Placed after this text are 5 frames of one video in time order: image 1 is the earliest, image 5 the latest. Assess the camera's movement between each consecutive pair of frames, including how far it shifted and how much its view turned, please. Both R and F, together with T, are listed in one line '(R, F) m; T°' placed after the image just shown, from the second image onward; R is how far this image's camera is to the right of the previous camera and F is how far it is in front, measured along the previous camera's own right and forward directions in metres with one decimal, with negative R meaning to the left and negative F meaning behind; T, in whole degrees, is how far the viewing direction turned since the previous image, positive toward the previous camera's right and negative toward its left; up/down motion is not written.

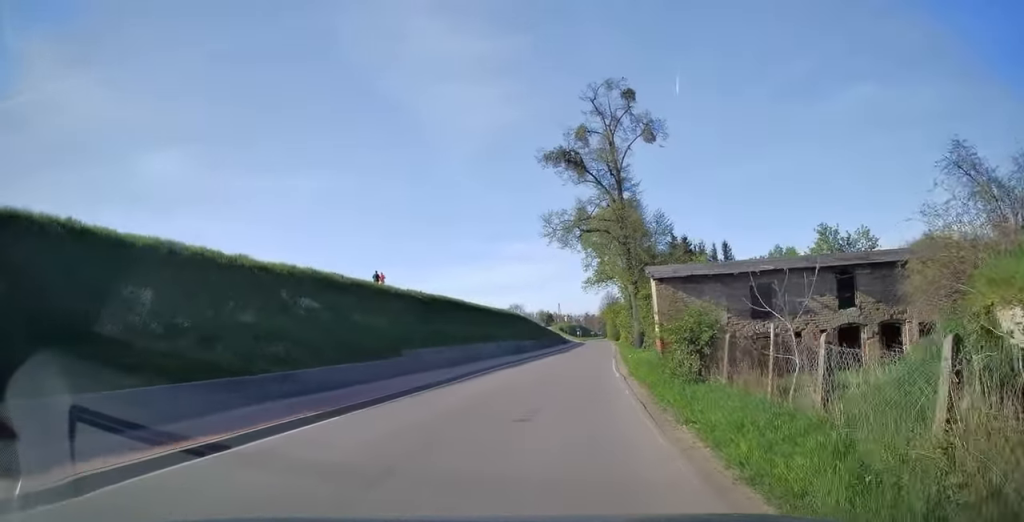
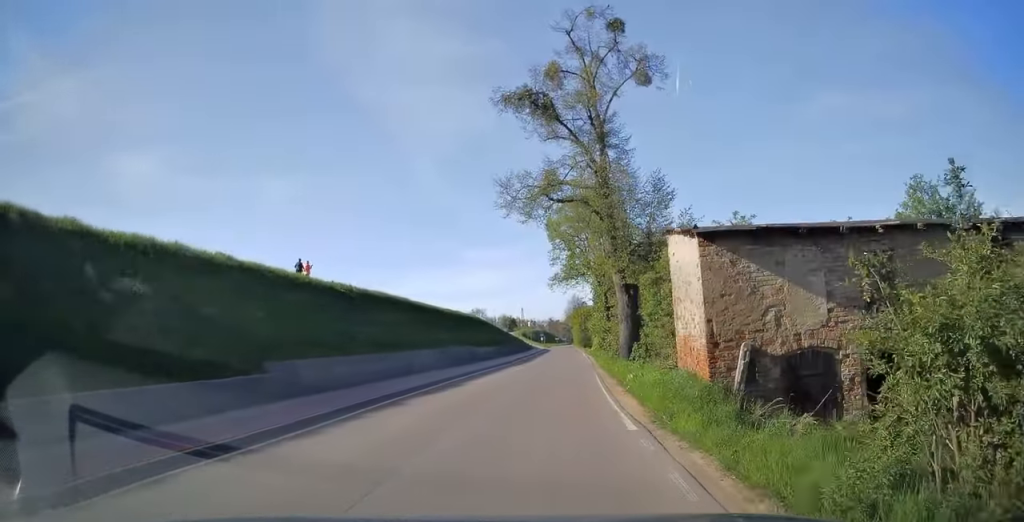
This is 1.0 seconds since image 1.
(+0.2, +9.5) m; +2°
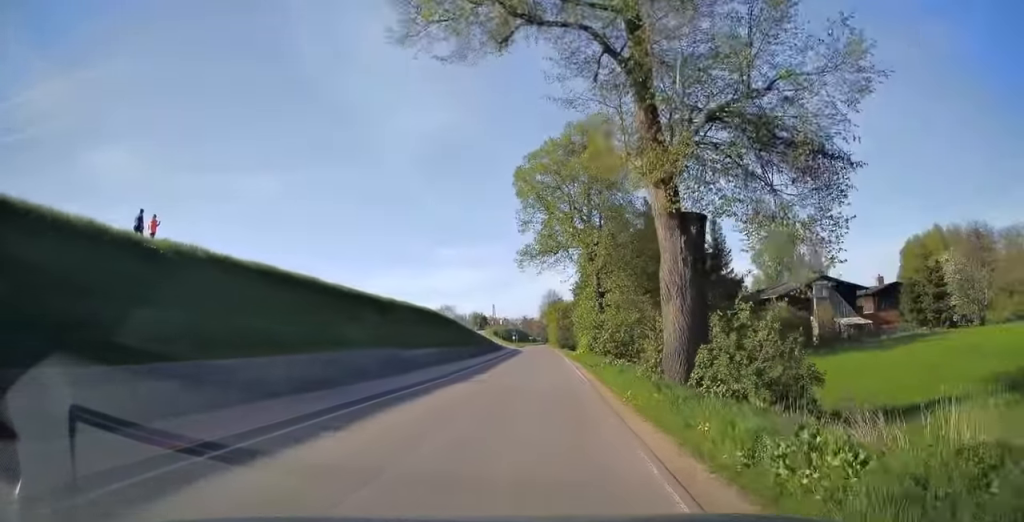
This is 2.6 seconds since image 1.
(+0.7, +15.6) m; +4°
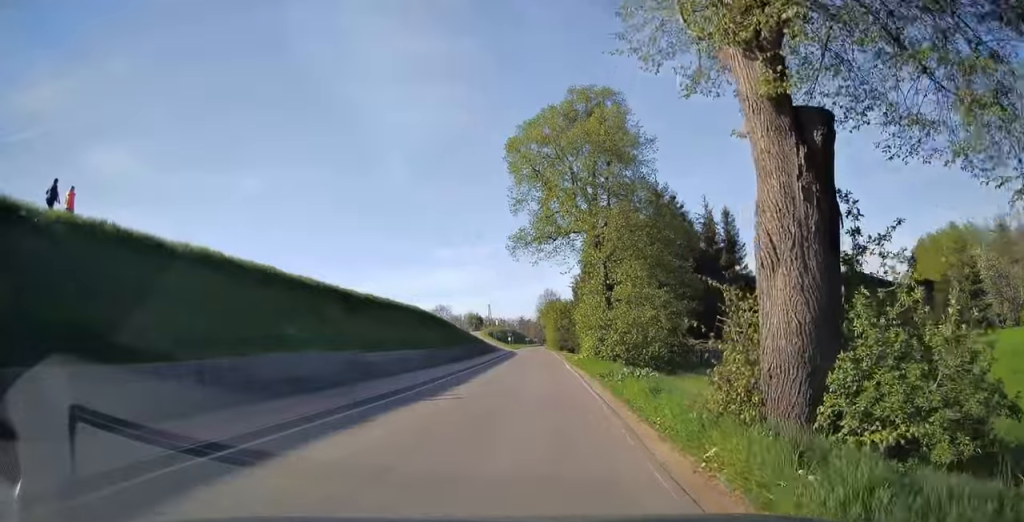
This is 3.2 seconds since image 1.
(+0.1, +6.0) m; +1°
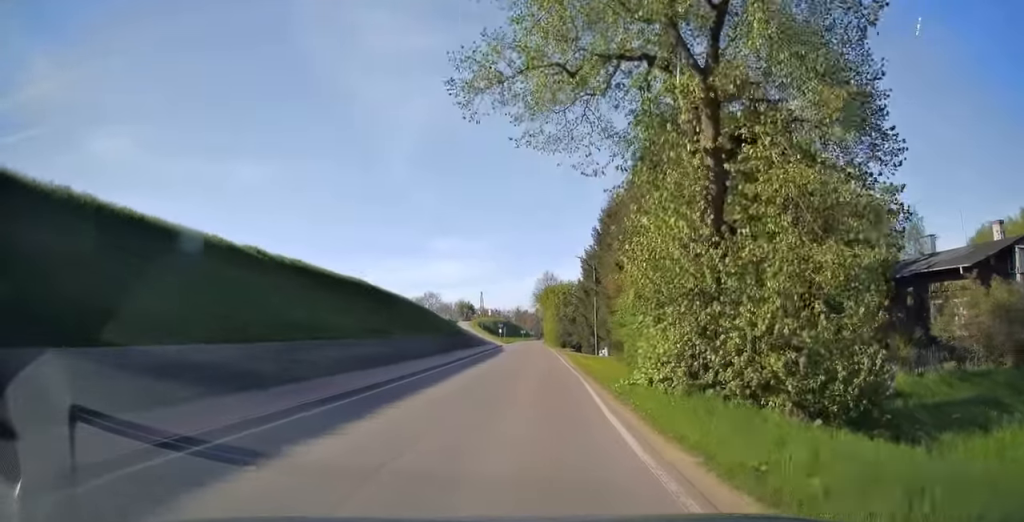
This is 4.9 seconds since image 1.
(+0.2, +20.2) m; 0°
